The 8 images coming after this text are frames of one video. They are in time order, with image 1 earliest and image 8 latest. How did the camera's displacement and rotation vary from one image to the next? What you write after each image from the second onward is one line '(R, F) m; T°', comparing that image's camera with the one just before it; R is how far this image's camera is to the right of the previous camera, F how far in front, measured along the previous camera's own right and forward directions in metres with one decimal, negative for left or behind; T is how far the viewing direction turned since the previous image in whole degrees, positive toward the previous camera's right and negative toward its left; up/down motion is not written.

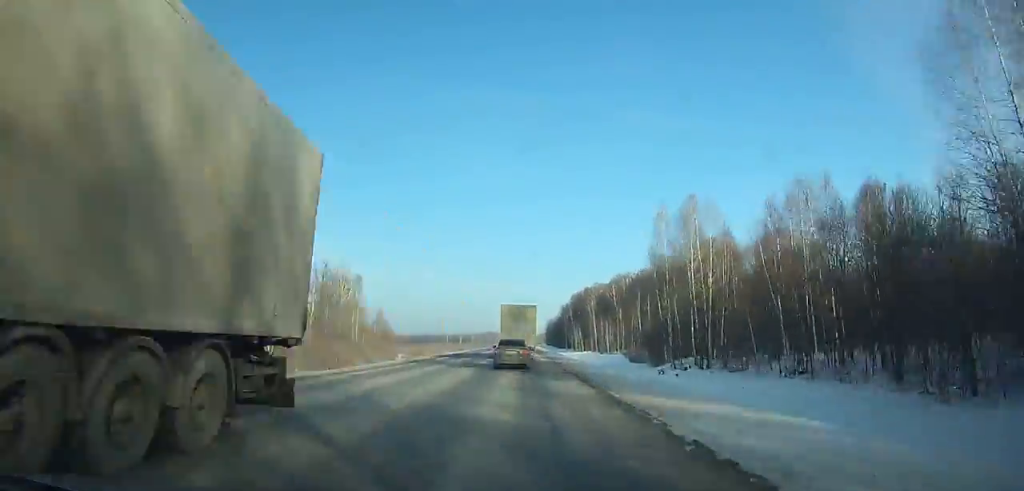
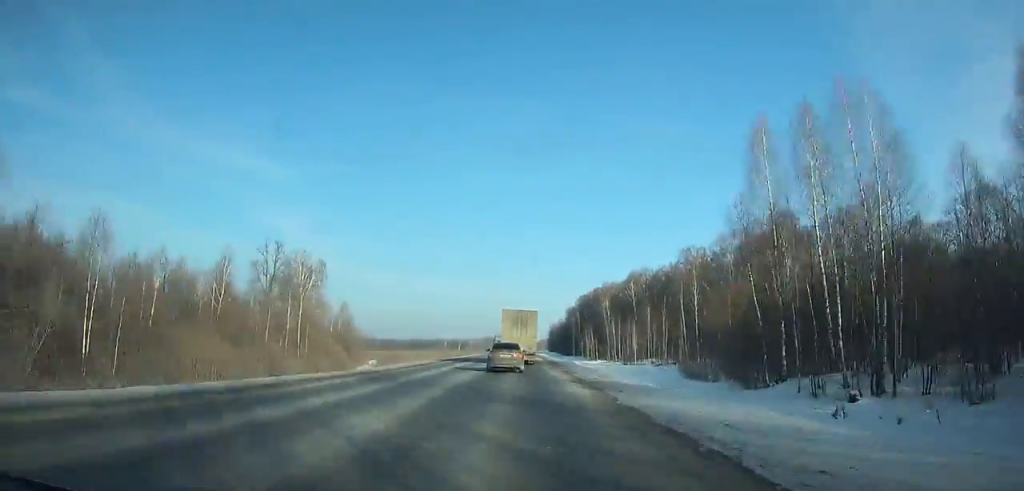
(-0.1, +26.9) m; 0°
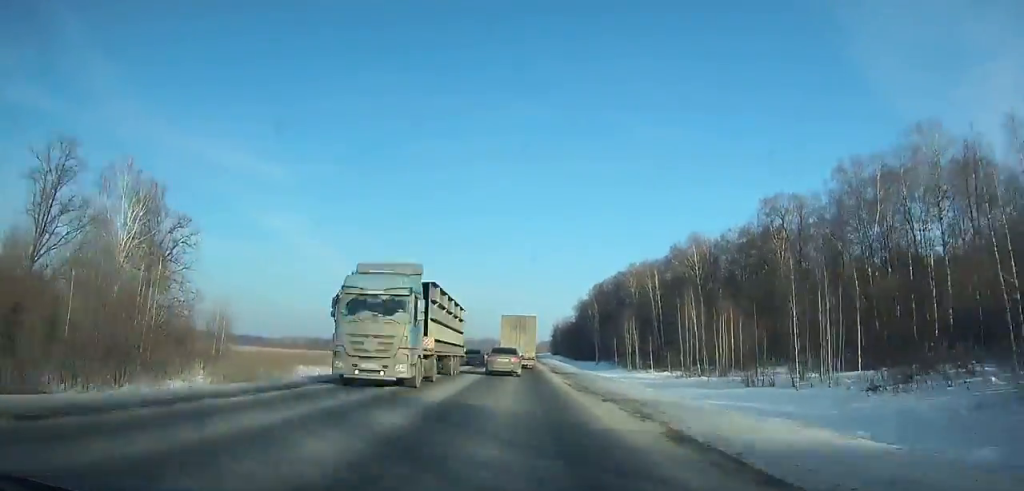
(-0.1, +53.9) m; 0°
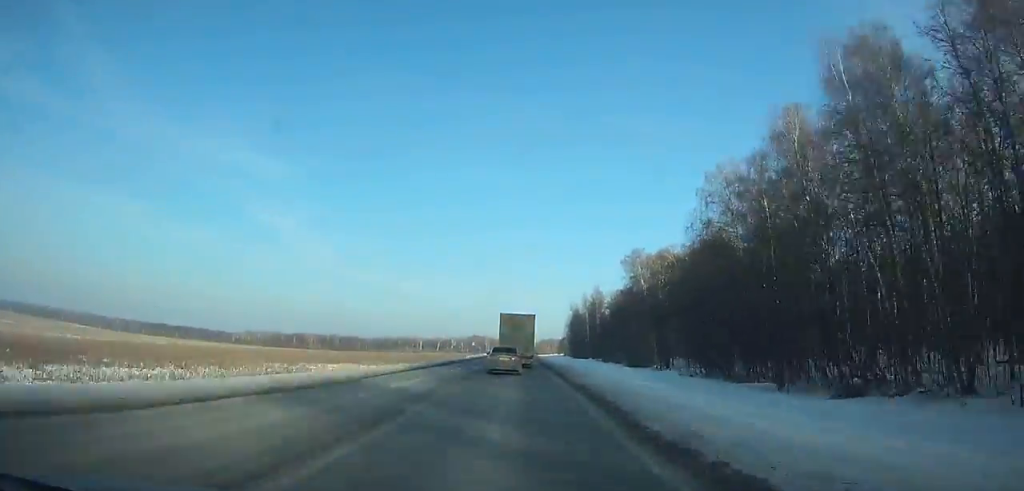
(+0.8, +146.8) m; +1°
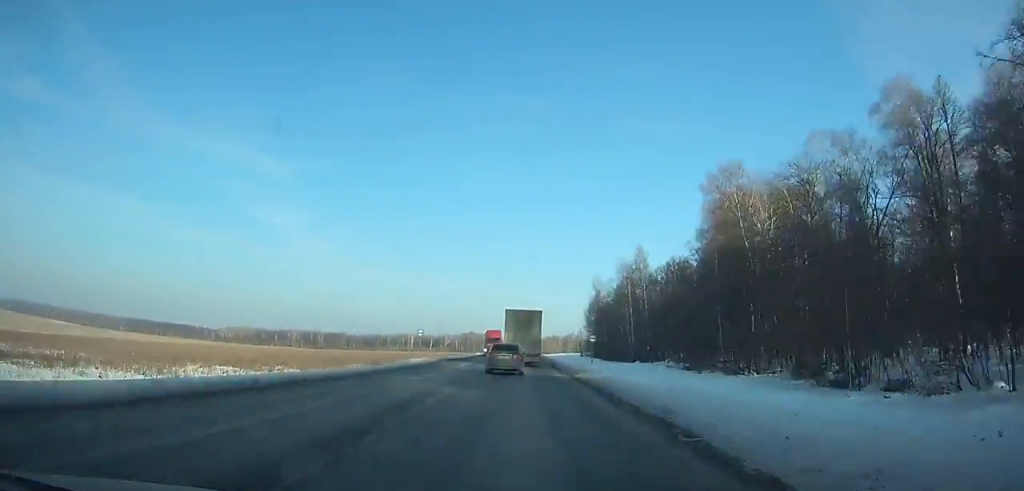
(0.0, +63.0) m; 0°
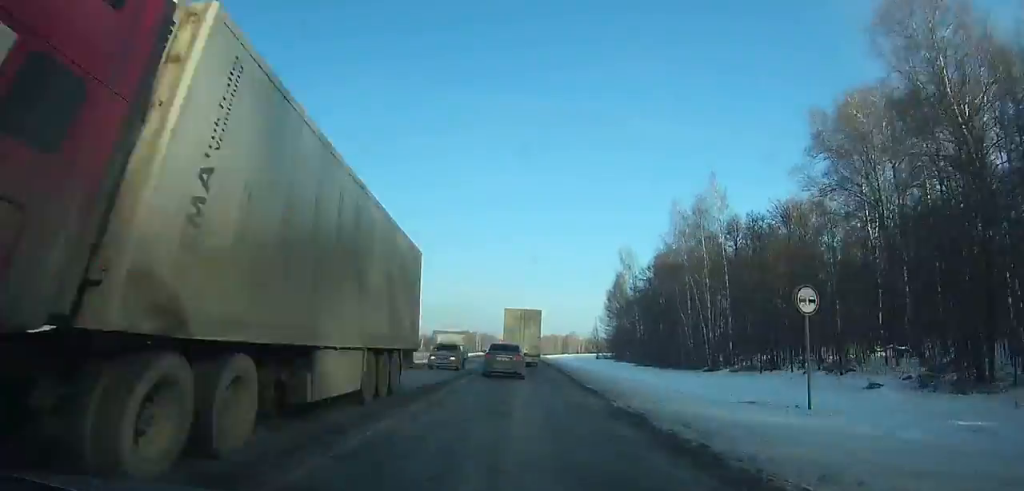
(0.0, +42.4) m; 0°
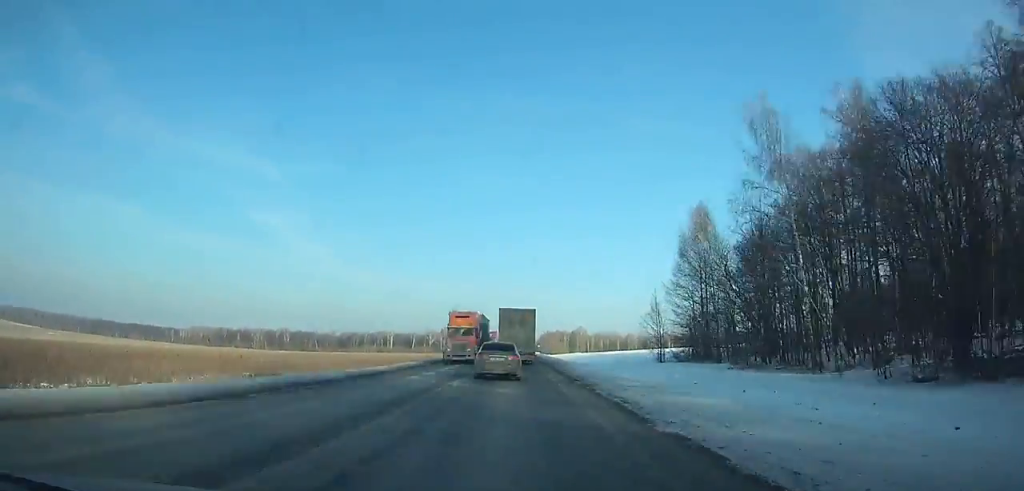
(-0.3, +59.3) m; 0°
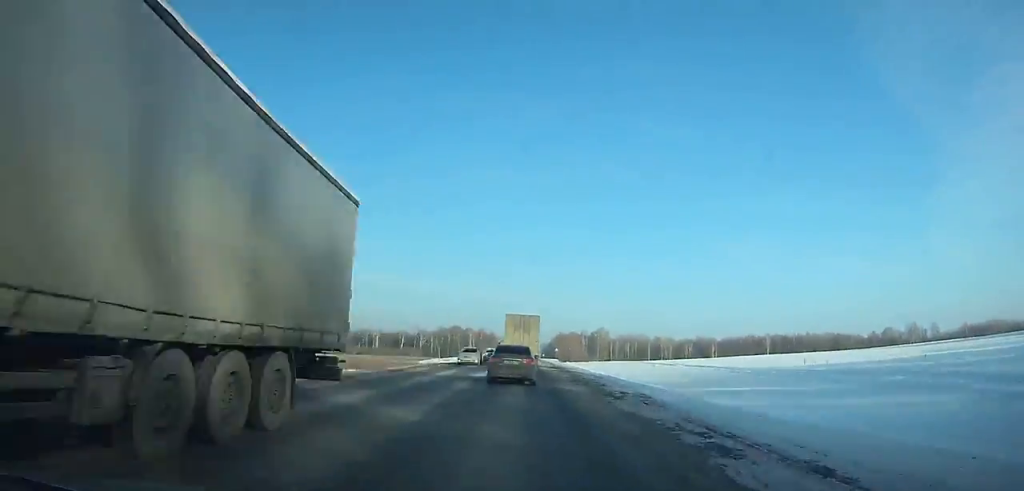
(0.0, +86.2) m; 0°
